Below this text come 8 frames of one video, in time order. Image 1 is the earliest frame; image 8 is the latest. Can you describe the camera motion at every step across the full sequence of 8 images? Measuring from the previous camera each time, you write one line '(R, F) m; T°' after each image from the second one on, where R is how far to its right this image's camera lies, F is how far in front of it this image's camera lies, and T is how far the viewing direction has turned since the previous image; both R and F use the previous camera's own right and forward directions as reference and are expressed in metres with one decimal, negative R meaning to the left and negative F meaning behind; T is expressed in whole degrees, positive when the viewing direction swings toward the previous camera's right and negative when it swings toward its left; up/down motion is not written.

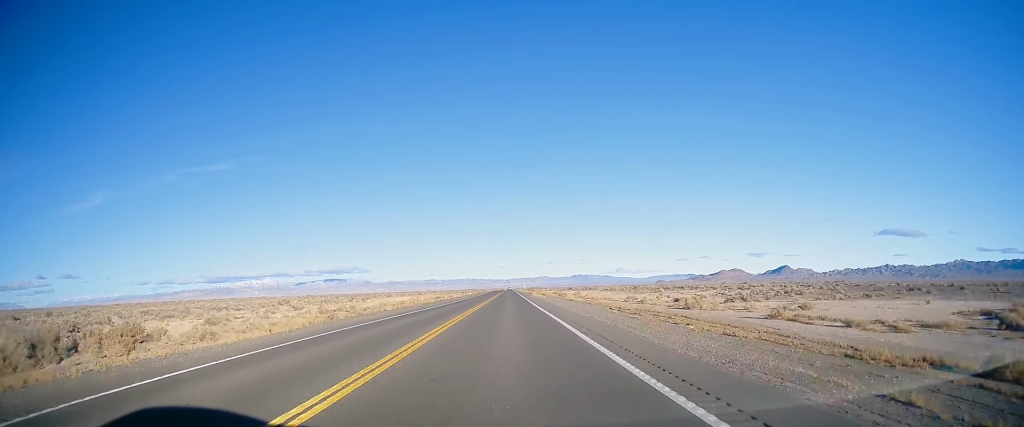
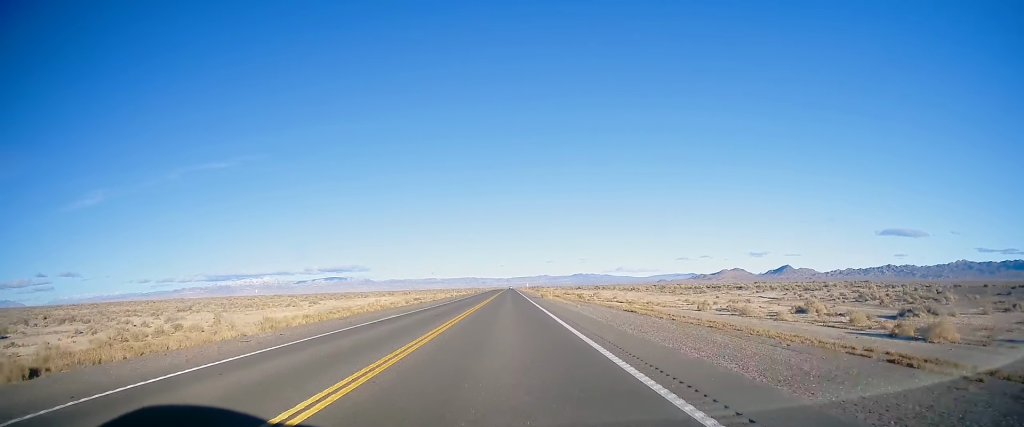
(-0.4, +36.1) m; 0°
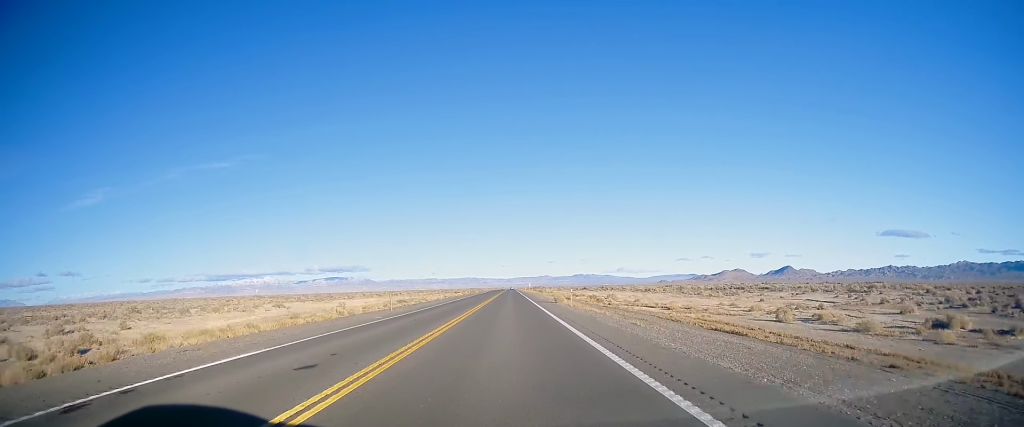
(0.0, +17.4) m; 0°
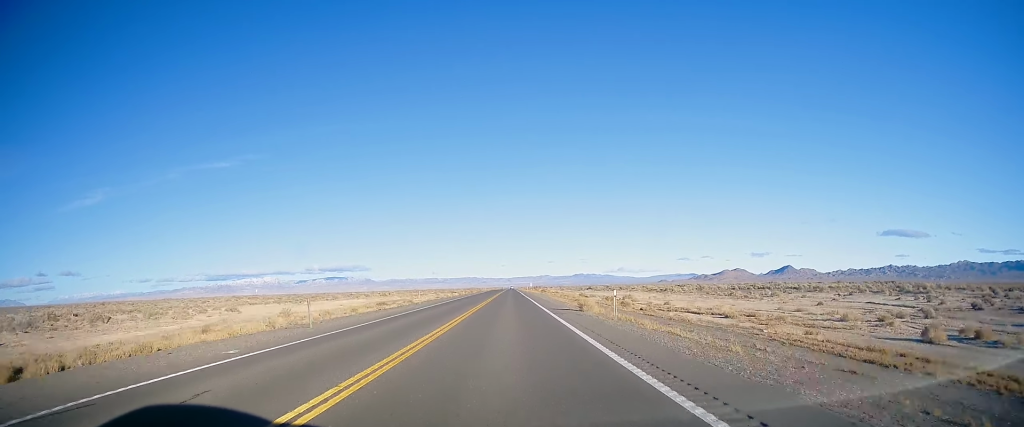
(+0.2, +16.0) m; 0°
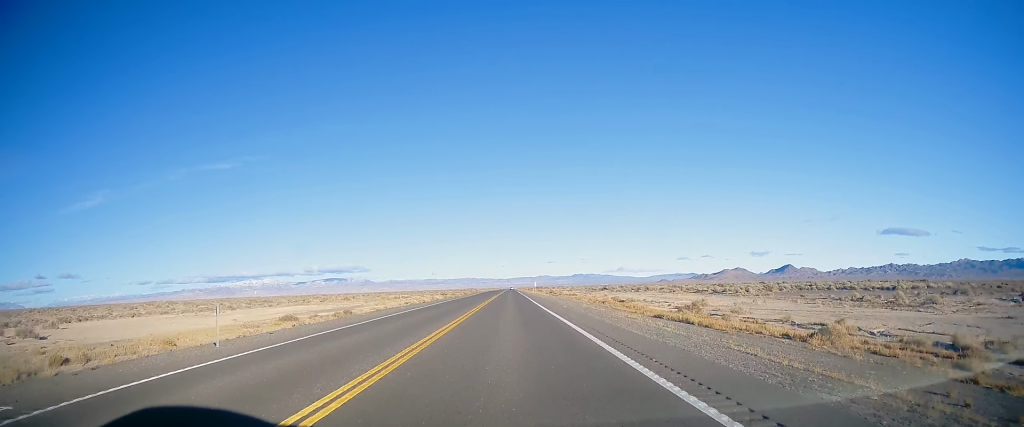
(-0.2, +37.4) m; 0°
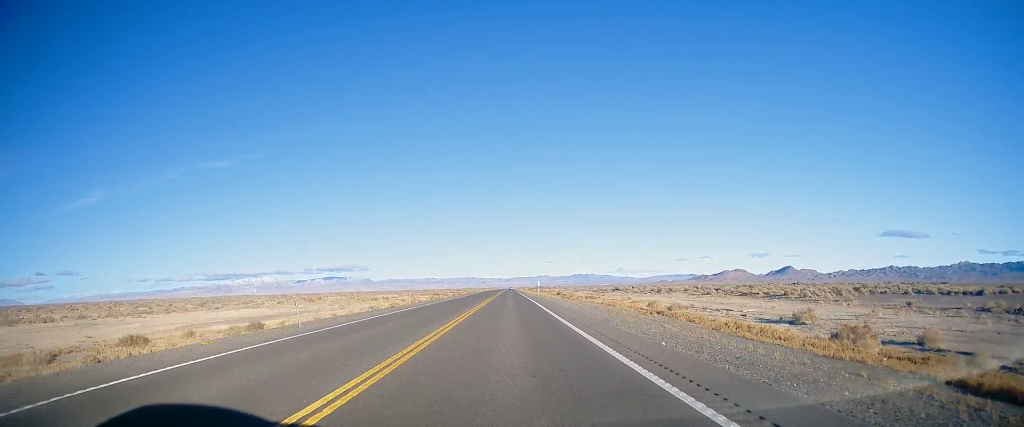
(-0.1, +22.6) m; 0°
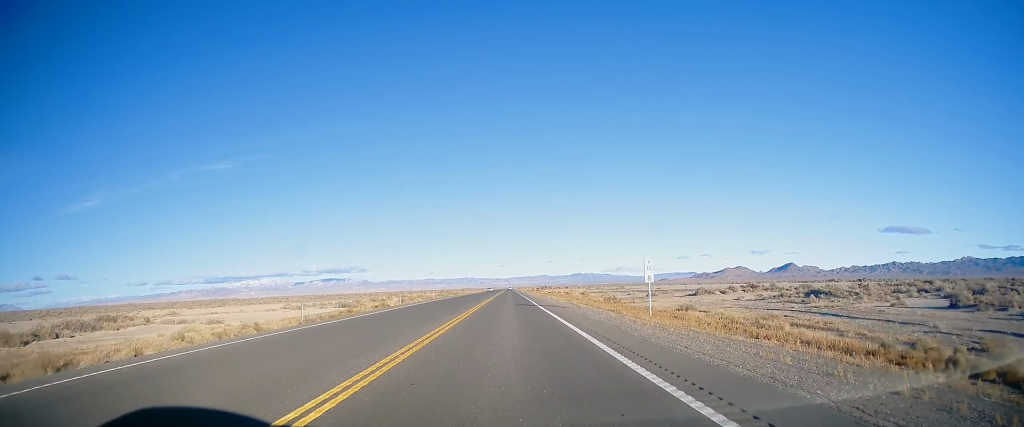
(+0.4, +115.0) m; +1°
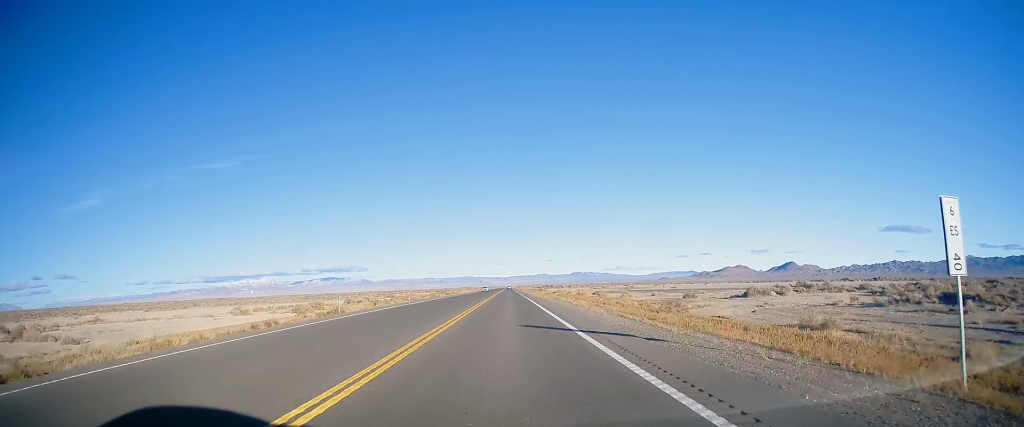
(+0.1, +21.8) m; 0°
